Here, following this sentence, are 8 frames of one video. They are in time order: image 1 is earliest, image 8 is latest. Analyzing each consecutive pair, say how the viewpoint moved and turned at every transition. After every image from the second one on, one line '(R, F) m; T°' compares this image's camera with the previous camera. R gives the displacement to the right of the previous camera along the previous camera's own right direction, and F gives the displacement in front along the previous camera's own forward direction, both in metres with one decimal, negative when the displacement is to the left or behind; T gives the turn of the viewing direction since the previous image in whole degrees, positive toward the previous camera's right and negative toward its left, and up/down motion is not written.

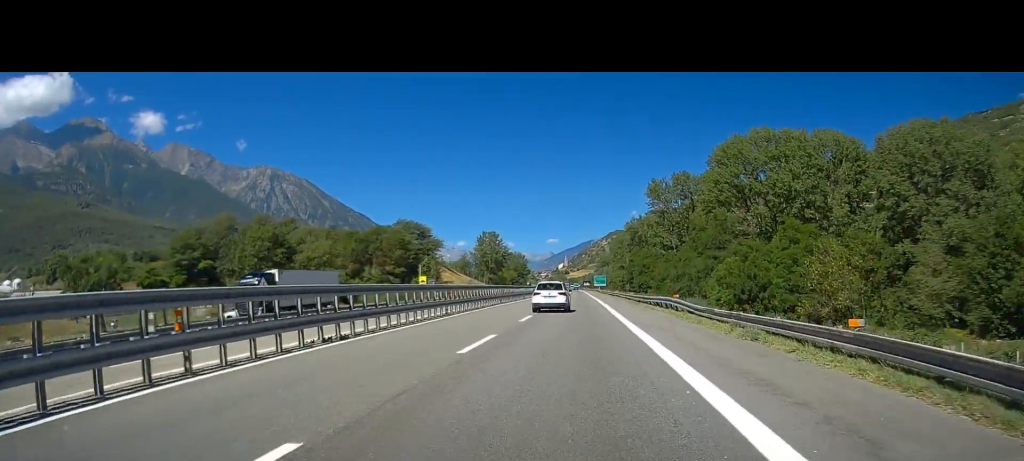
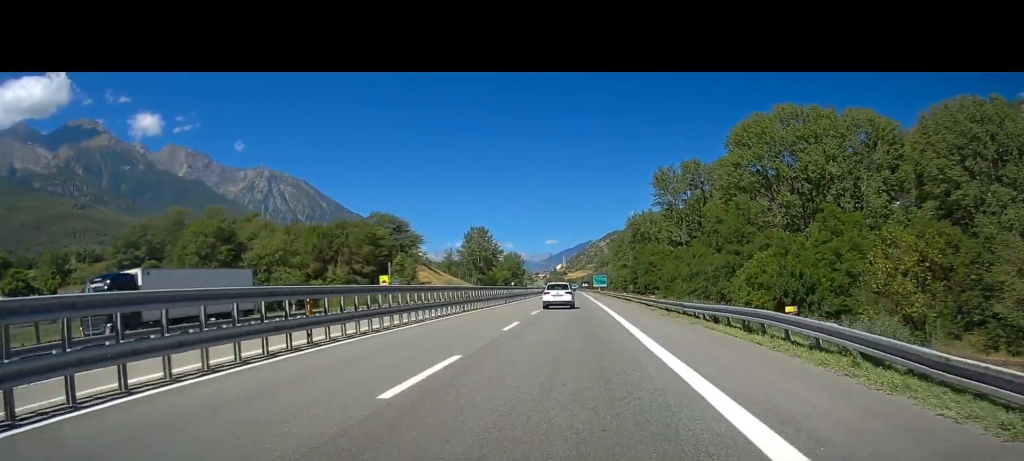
(+0.2, +17.0) m; 0°
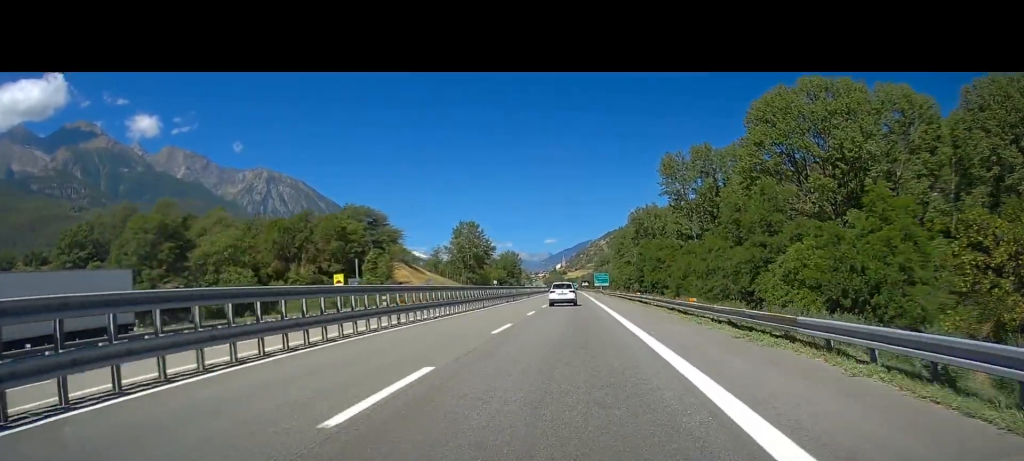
(-0.2, +14.0) m; 0°
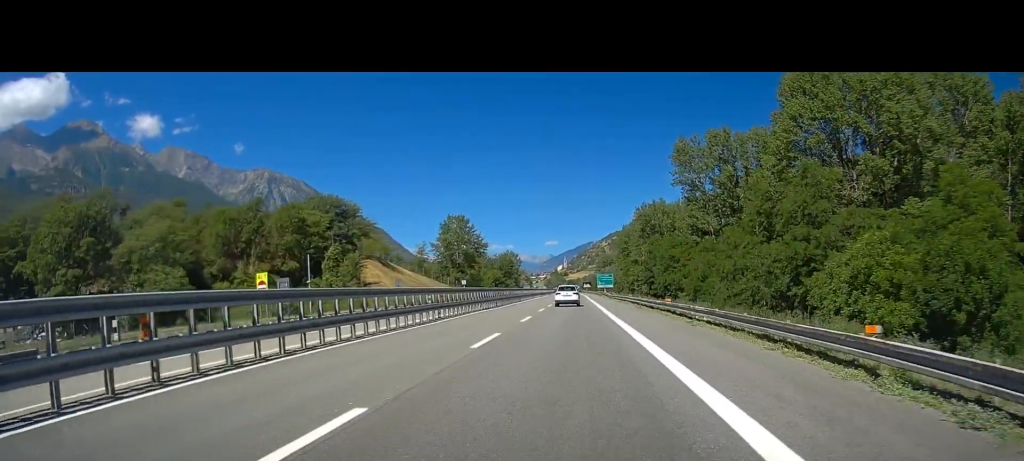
(-0.1, +15.4) m; 0°
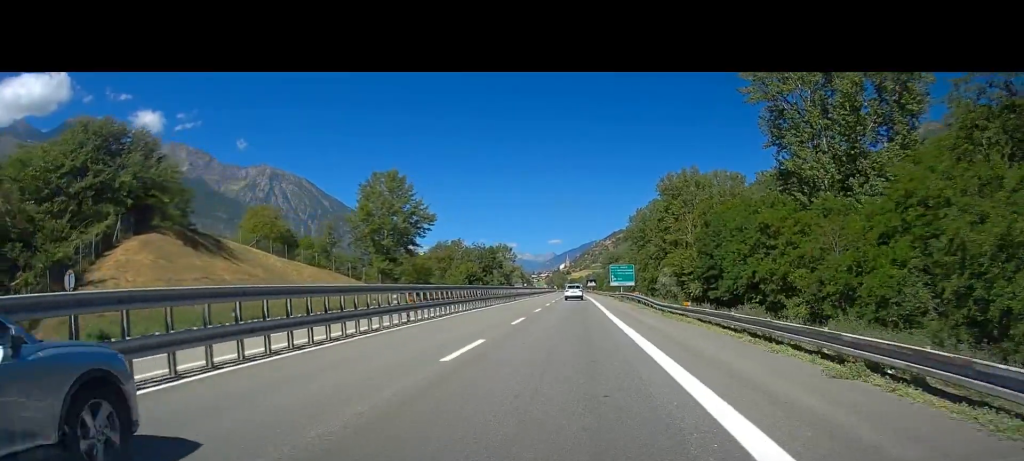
(+0.7, +52.7) m; 0°
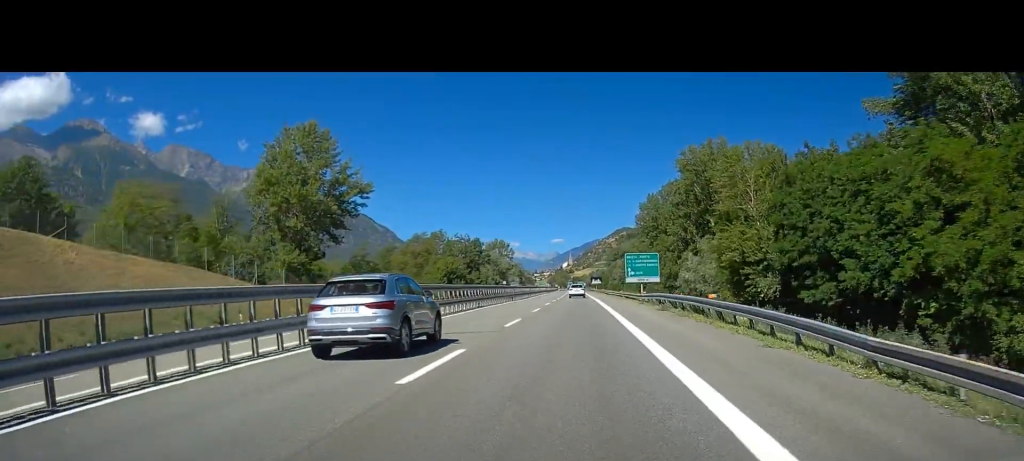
(-0.5, +29.7) m; -2°
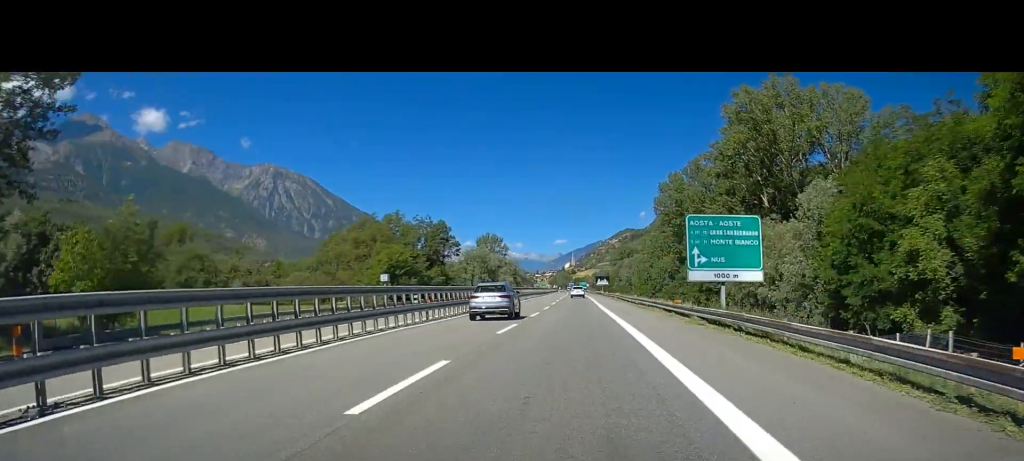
(-0.3, +43.1) m; 0°
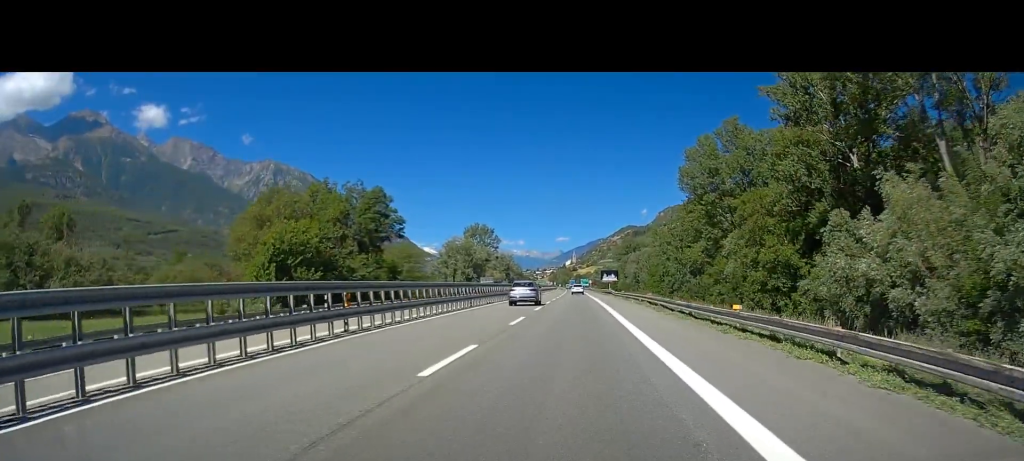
(+0.2, +32.6) m; +1°
